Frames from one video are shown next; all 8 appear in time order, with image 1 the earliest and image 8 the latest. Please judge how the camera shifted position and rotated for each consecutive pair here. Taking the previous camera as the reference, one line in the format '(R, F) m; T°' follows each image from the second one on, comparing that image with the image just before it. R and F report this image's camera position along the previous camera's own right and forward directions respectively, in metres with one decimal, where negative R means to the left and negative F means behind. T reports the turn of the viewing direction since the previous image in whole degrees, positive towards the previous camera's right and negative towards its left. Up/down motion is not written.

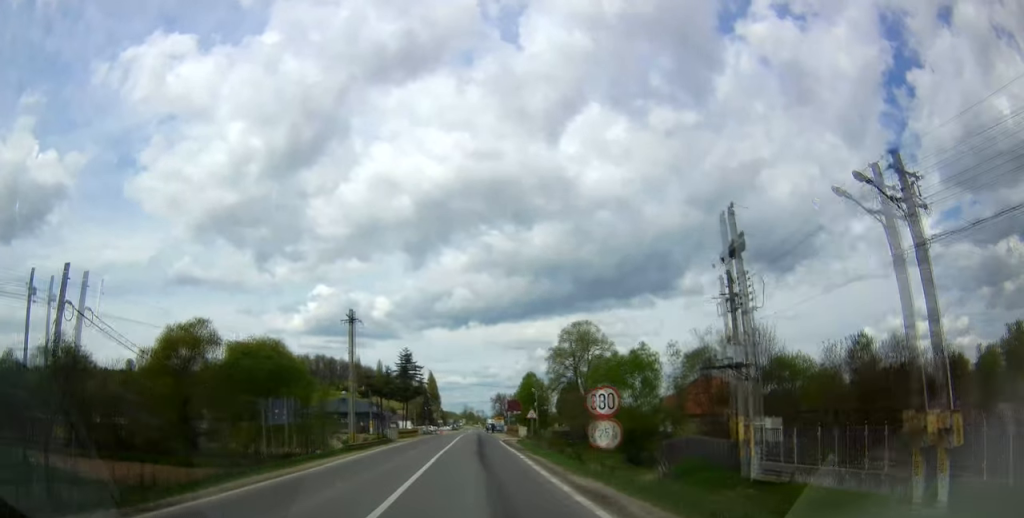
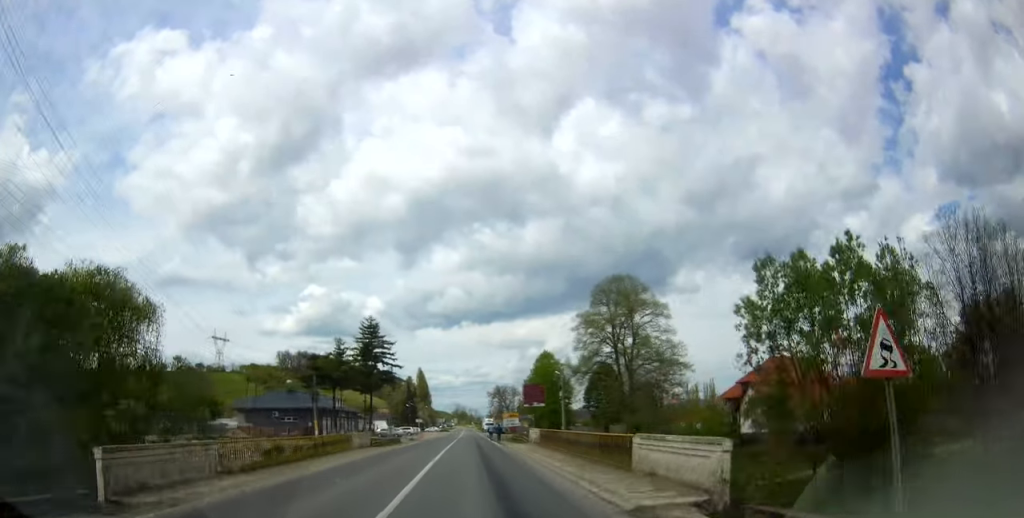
(+1.7, +36.5) m; +3°
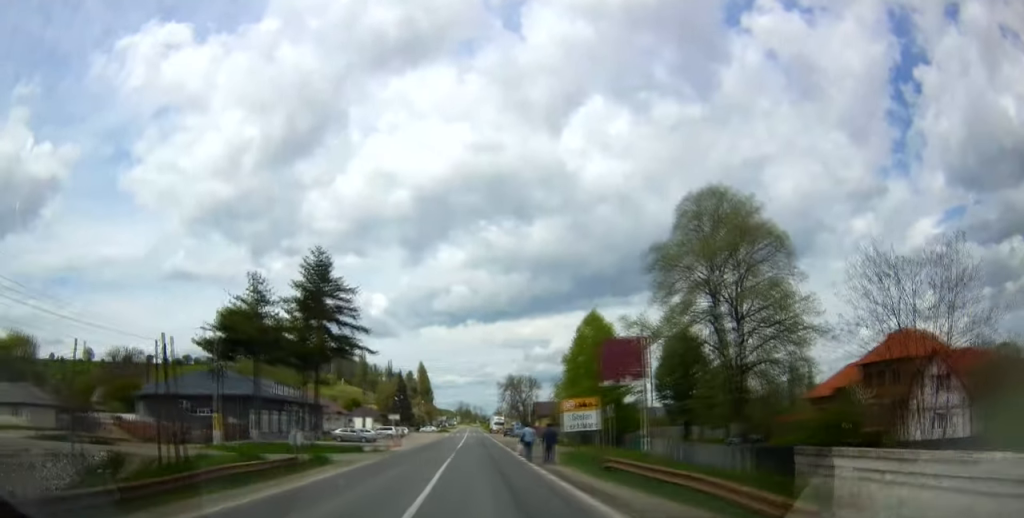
(-0.4, +31.9) m; 0°
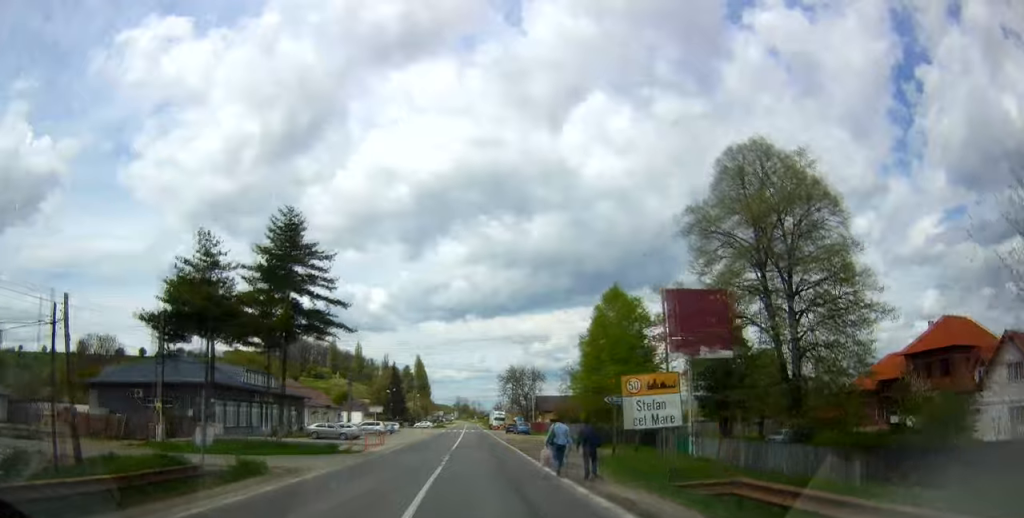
(+0.1, +9.1) m; 0°
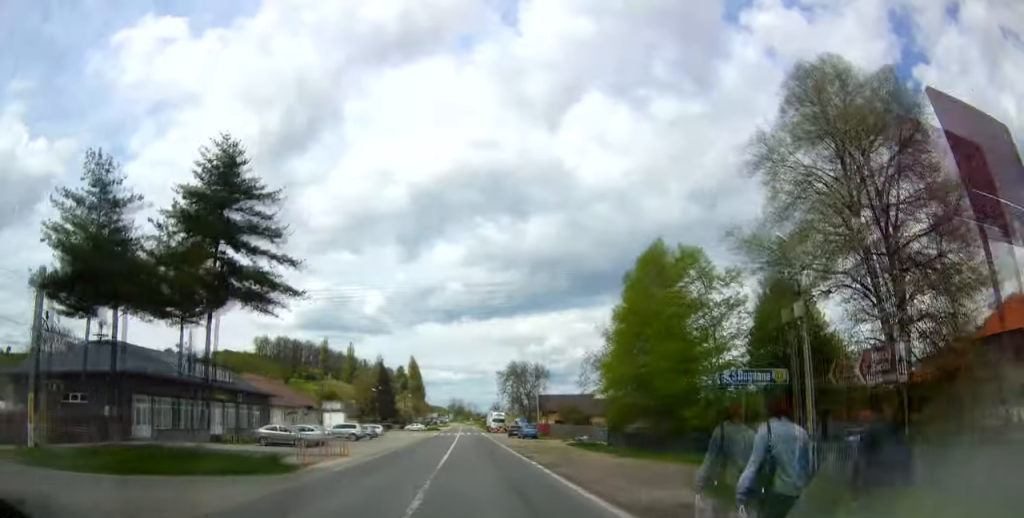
(+0.3, +11.9) m; 0°
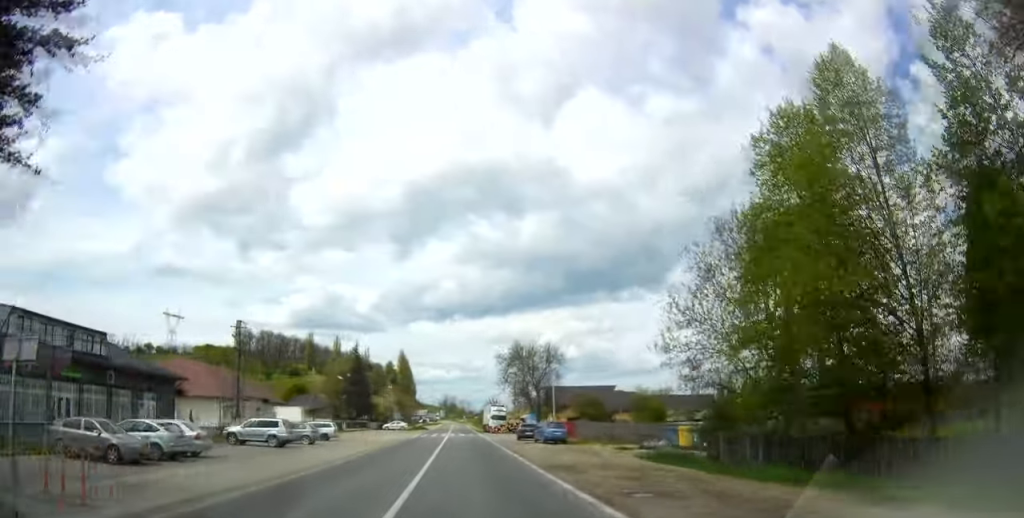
(0.0, +21.2) m; 0°
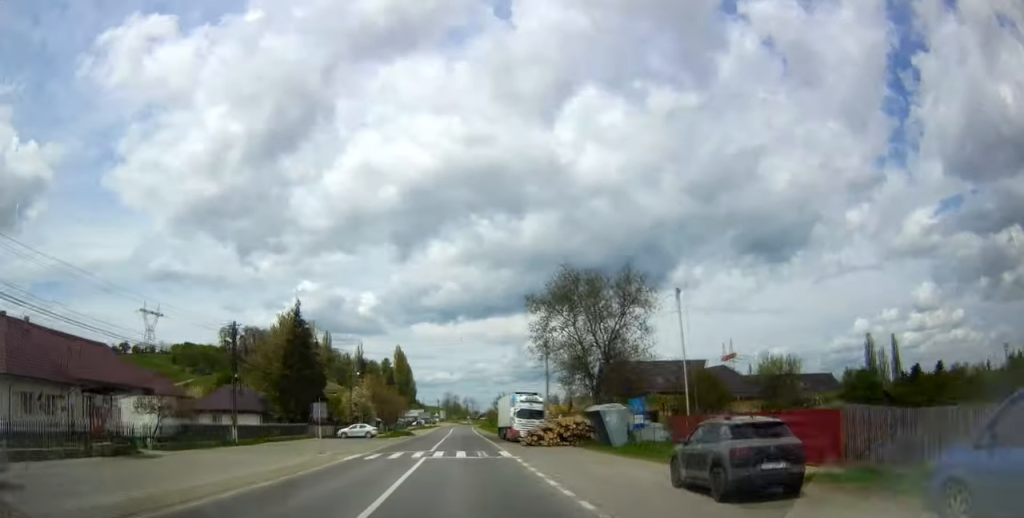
(+0.1, +37.3) m; +1°
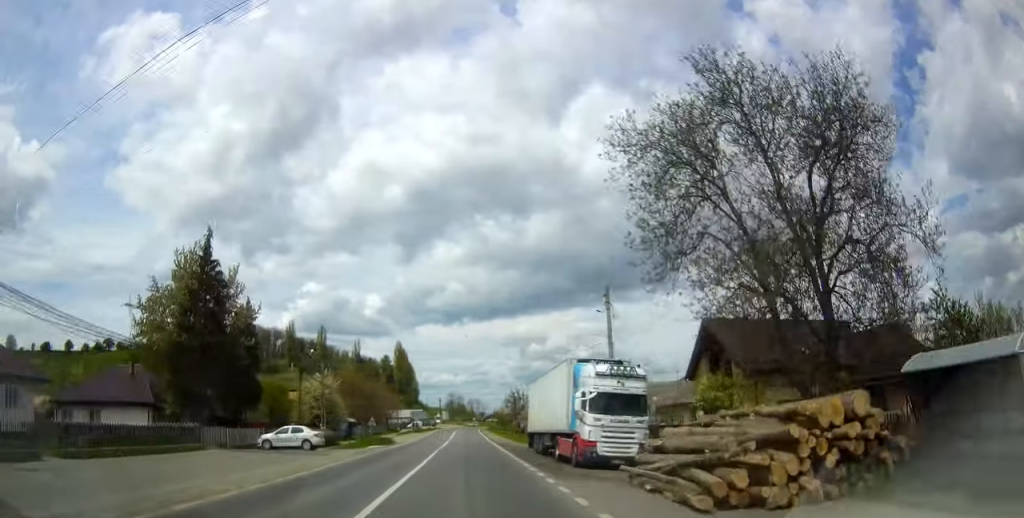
(+0.1, +25.6) m; 0°
